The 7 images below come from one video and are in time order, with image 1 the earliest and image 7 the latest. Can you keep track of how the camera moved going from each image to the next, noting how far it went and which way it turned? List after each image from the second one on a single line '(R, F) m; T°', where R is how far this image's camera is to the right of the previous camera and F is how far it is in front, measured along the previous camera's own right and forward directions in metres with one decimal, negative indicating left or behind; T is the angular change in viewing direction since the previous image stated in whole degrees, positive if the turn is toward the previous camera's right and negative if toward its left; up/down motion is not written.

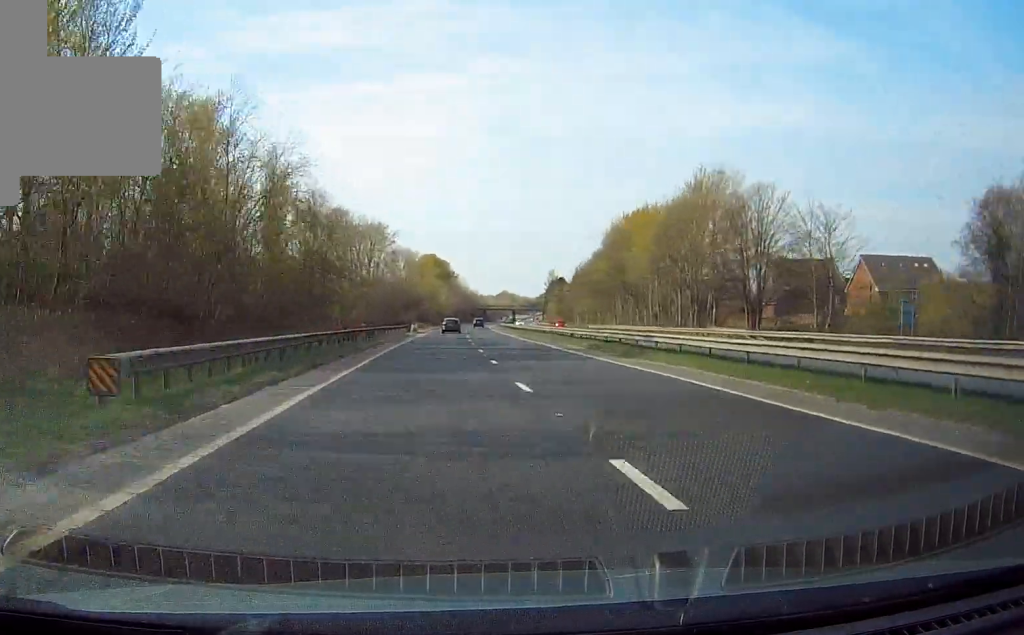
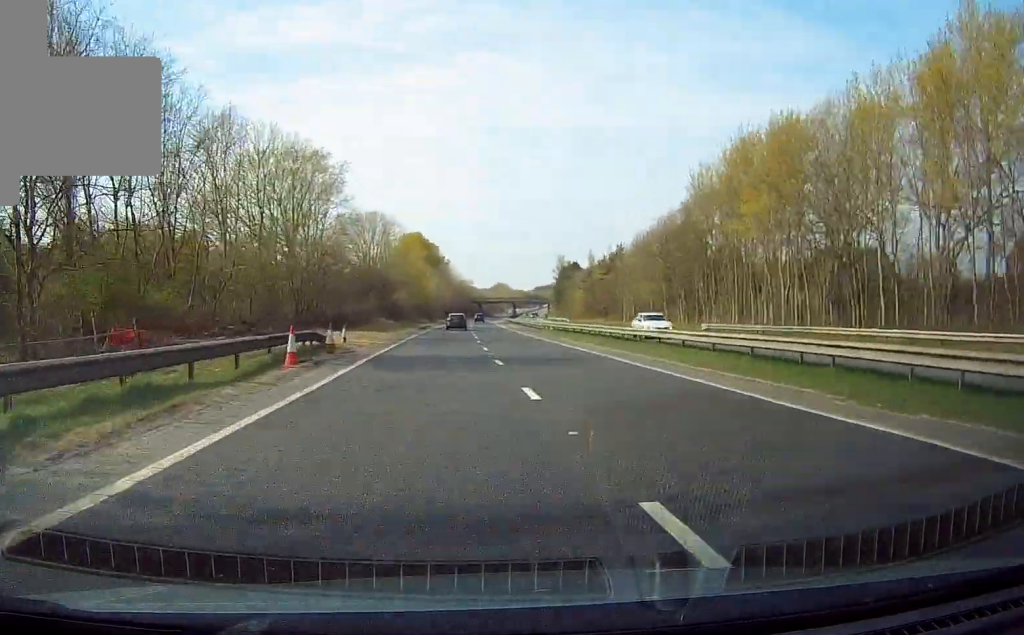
(+1.1, +54.6) m; +1°
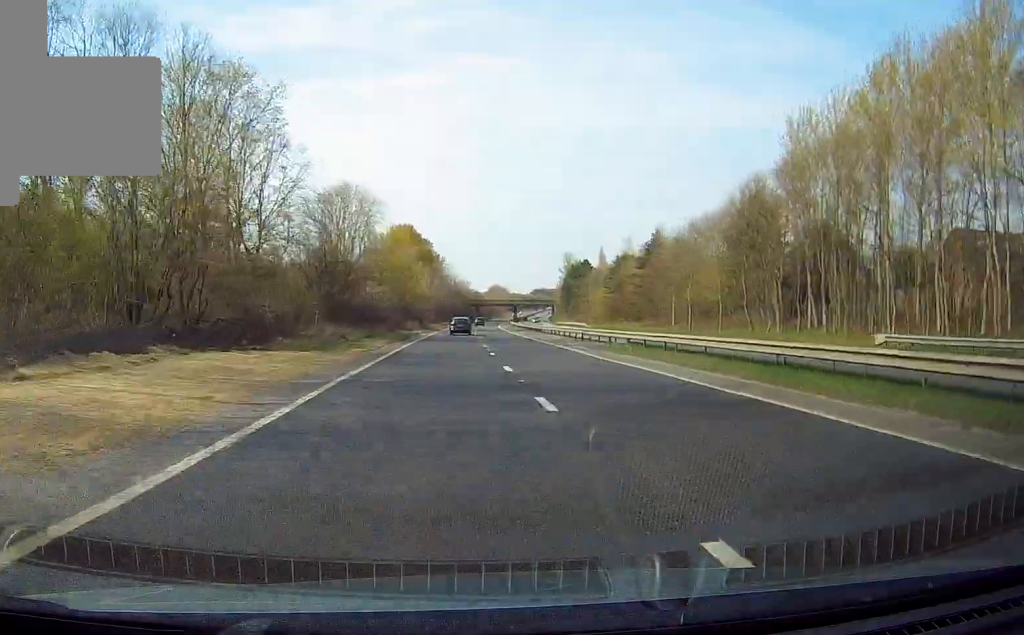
(0.0, +27.5) m; 0°
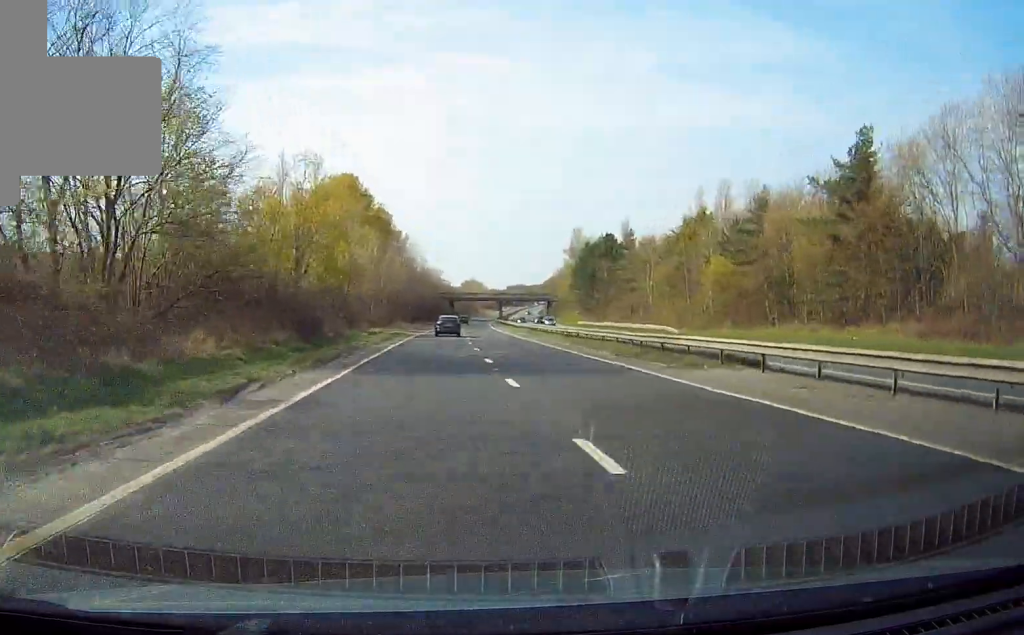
(+1.4, +66.7) m; +3°
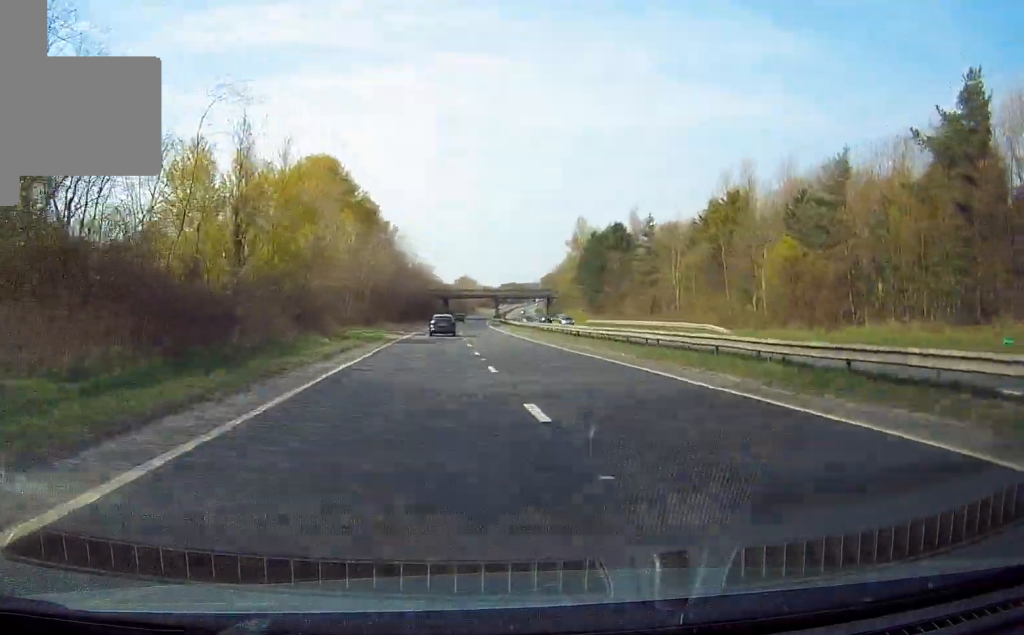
(+0.2, +14.3) m; 0°
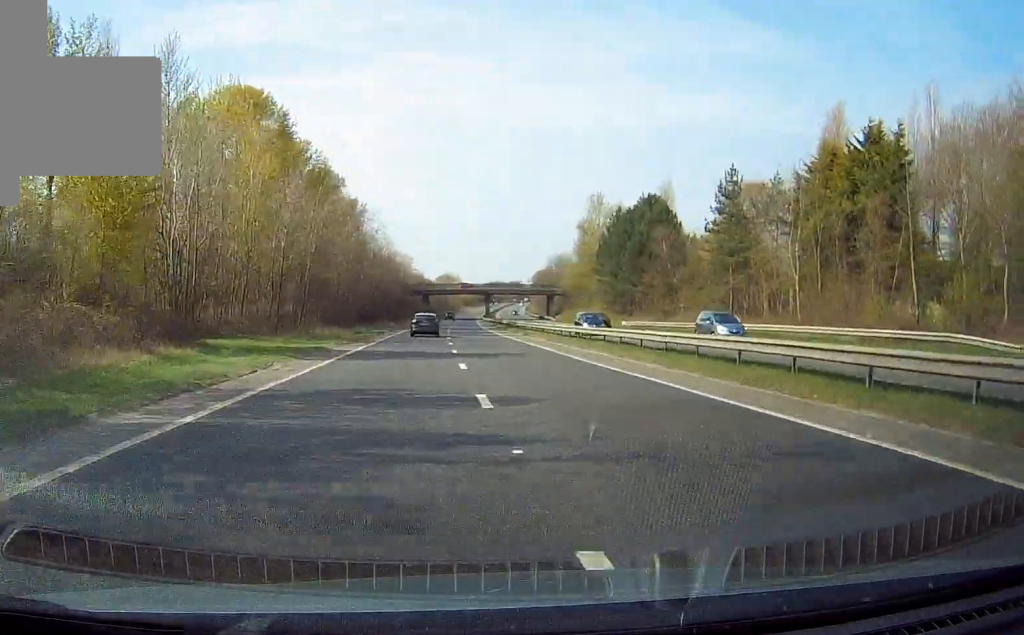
(+0.2, +33.6) m; +1°
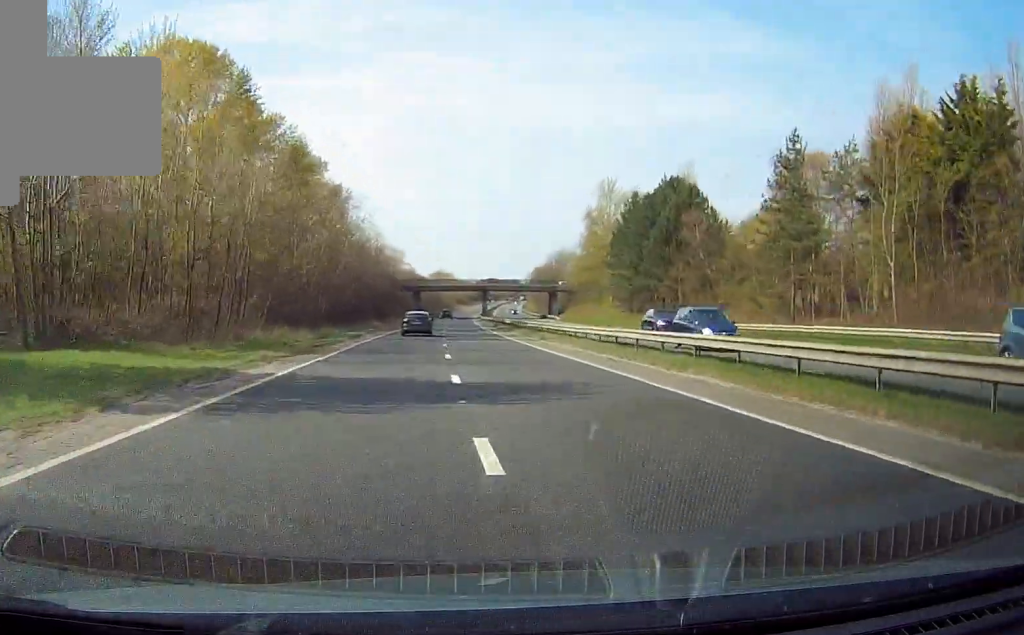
(-0.1, +13.4) m; 0°
